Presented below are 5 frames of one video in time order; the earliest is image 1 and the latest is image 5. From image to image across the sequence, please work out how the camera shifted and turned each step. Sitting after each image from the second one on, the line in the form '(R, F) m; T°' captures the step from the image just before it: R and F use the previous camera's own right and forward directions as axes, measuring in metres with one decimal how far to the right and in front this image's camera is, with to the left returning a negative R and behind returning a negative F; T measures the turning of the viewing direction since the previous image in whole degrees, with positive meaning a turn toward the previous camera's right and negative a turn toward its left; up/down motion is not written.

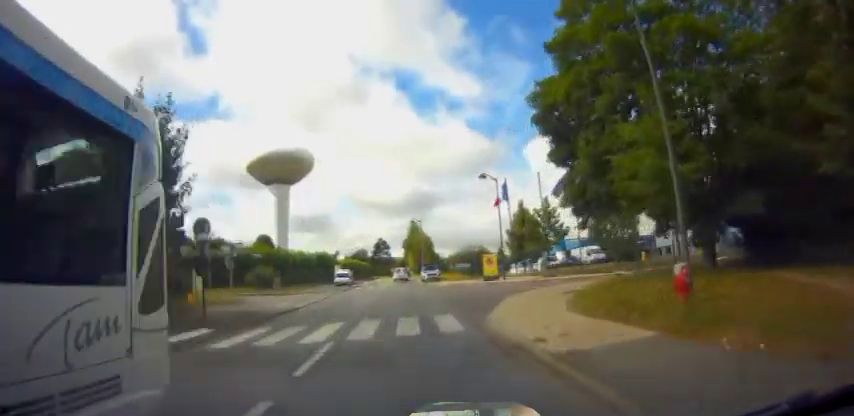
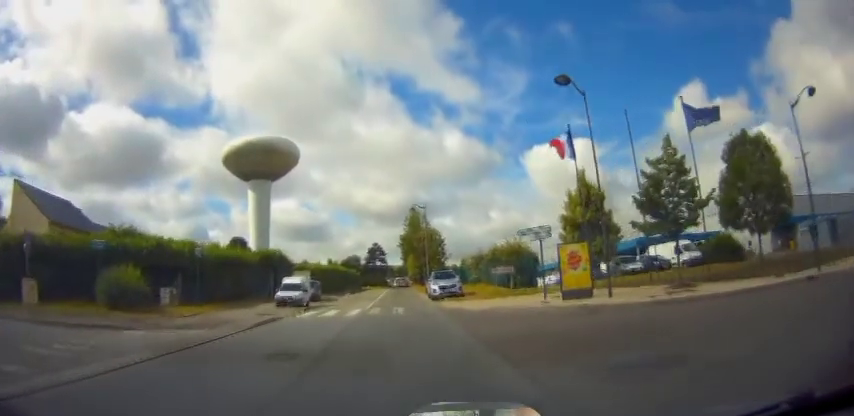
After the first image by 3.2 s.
(+0.1, +18.6) m; -1°
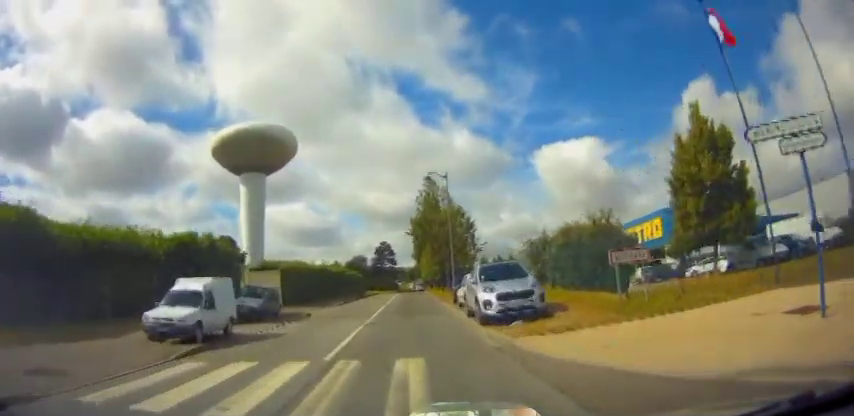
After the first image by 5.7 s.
(-0.4, +22.6) m; -1°
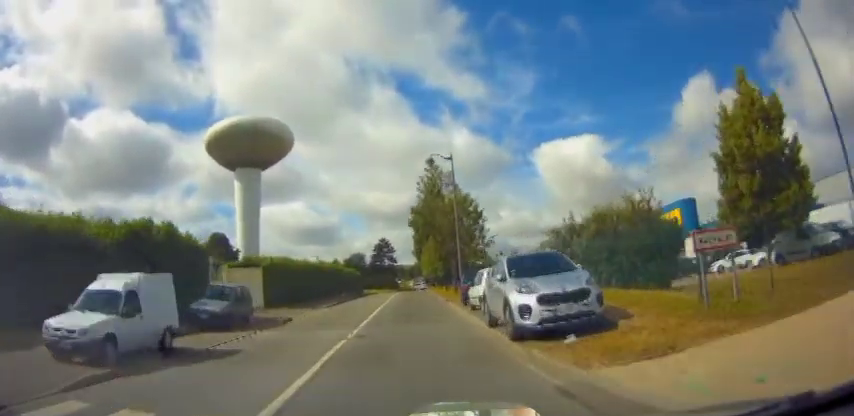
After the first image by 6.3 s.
(0.0, +5.2) m; 0°
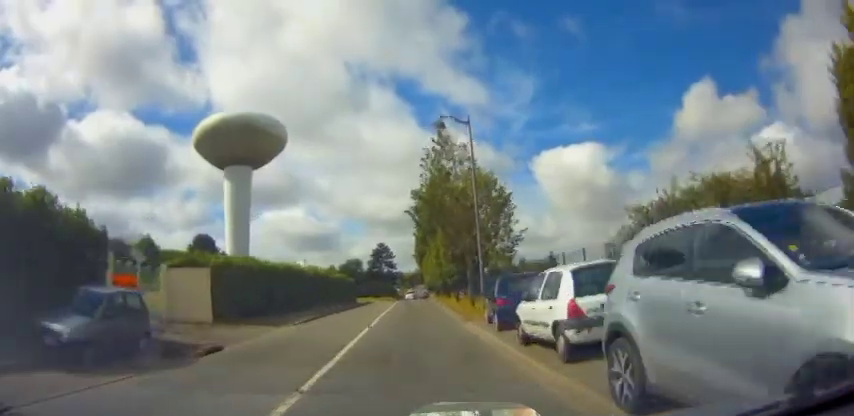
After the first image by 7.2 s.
(0.0, +7.0) m; -1°
